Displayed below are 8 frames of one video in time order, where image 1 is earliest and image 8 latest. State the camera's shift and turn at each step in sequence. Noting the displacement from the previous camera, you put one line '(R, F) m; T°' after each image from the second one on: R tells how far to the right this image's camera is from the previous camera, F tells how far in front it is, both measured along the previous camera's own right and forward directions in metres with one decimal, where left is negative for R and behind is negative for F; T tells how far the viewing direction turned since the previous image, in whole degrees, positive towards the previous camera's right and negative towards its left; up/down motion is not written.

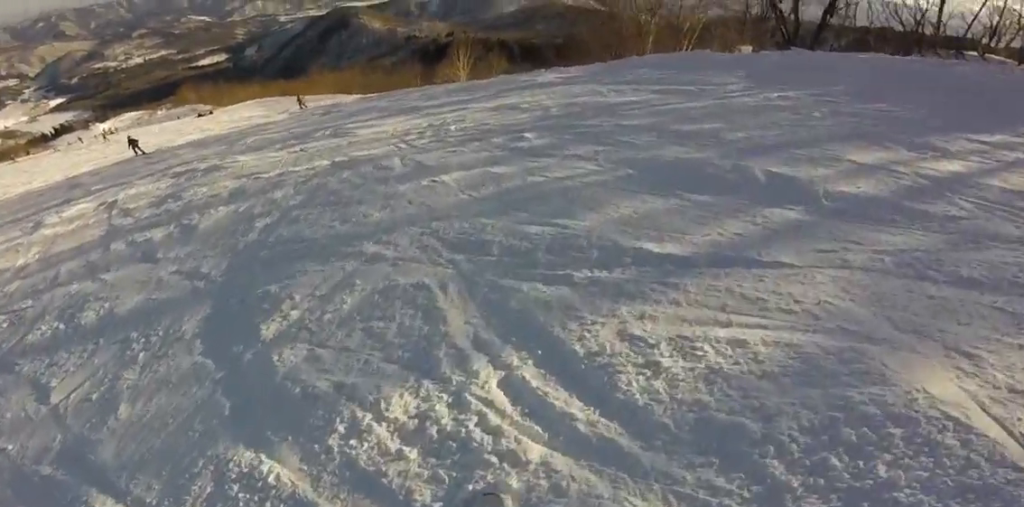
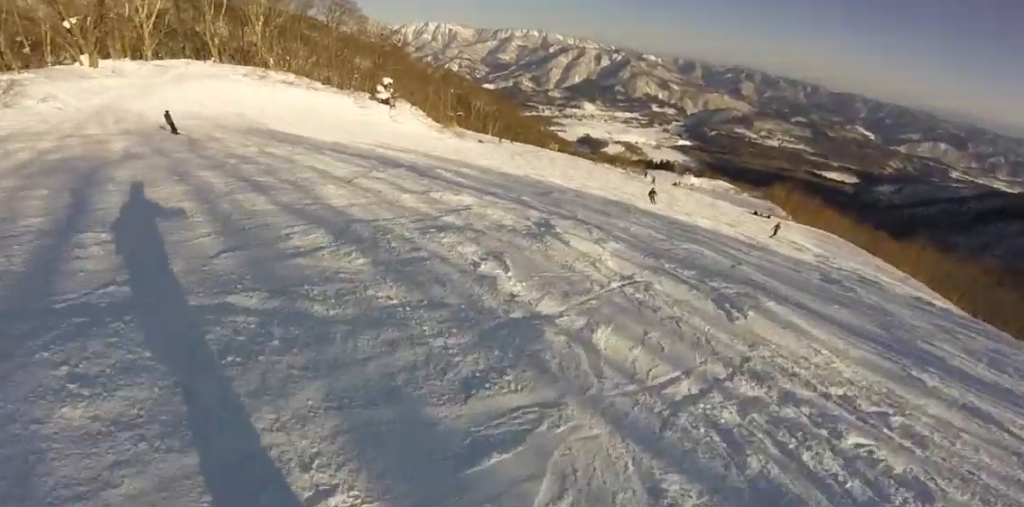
(-1.6, +4.8) m; -37°
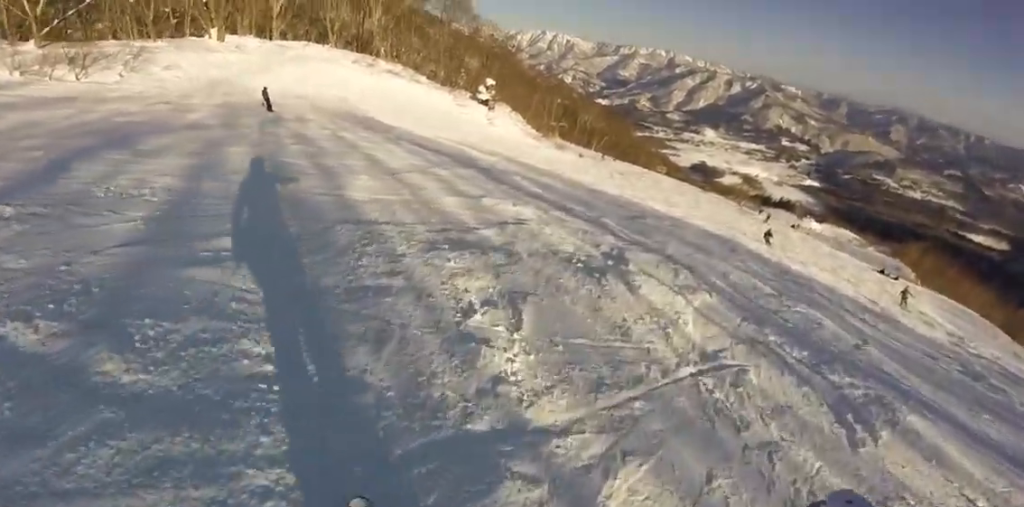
(-0.1, +1.4) m; -5°
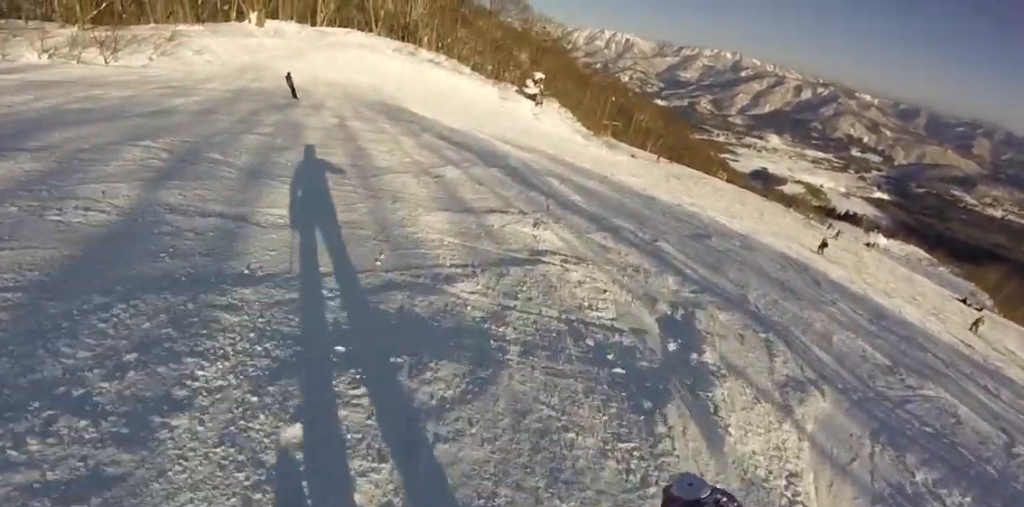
(-0.1, +2.4) m; -5°
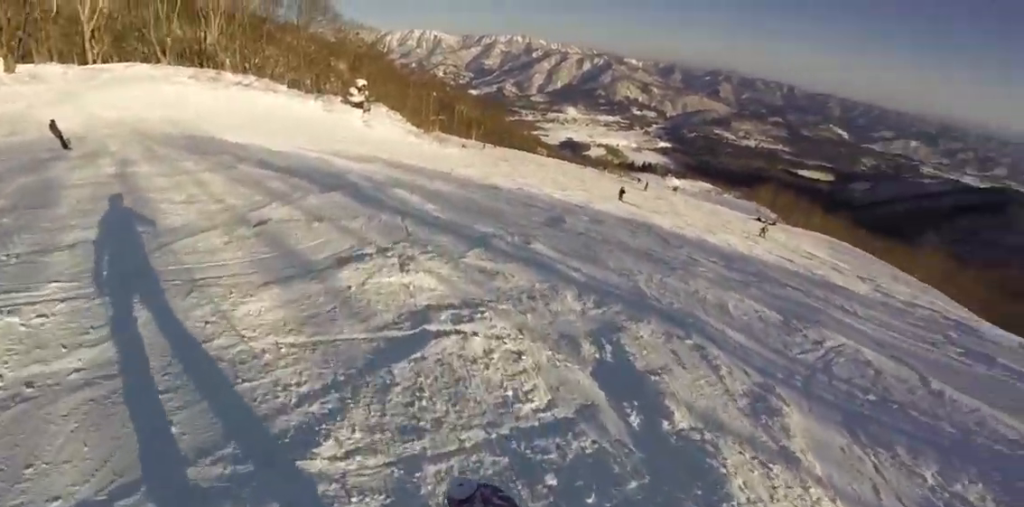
(-0.1, +2.0) m; +1°
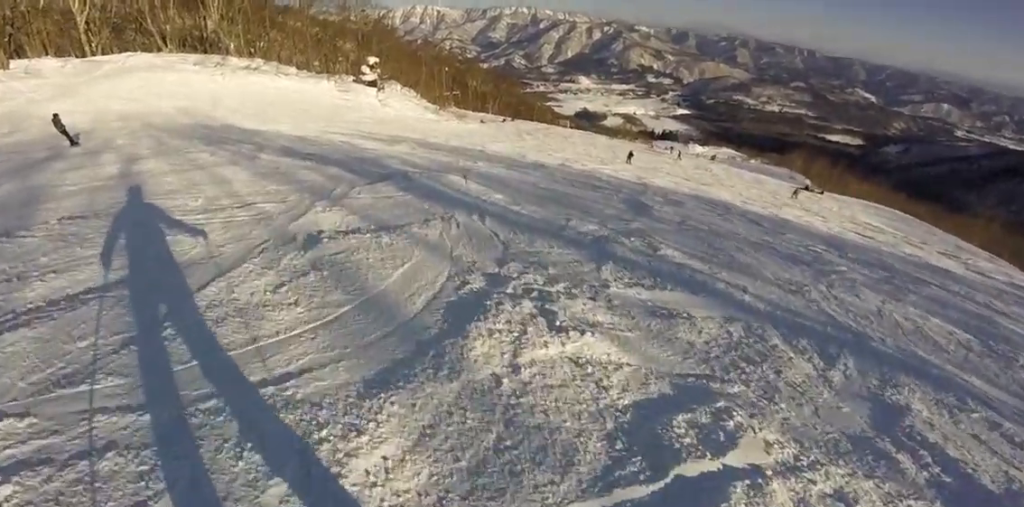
(+0.1, +2.5) m; +7°
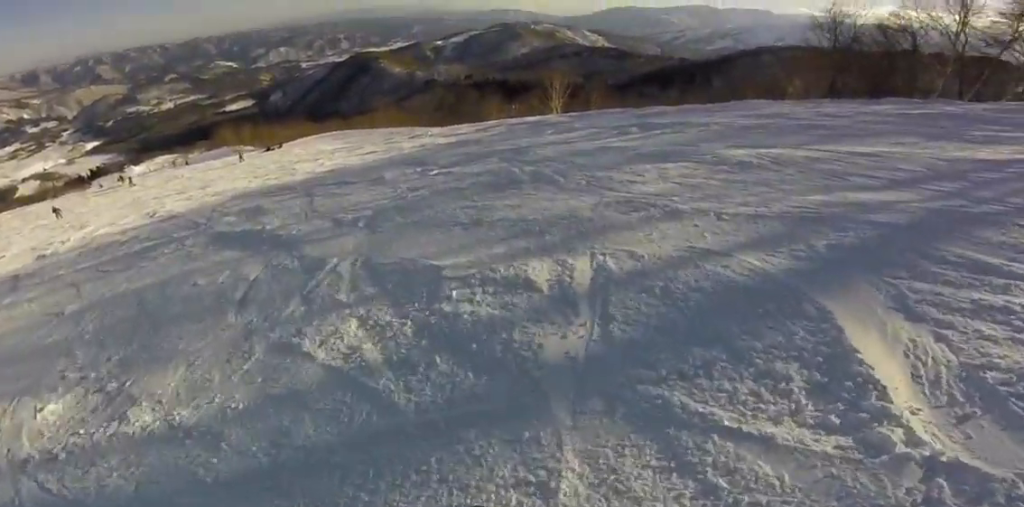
(+1.0, +5.2) m; +20°
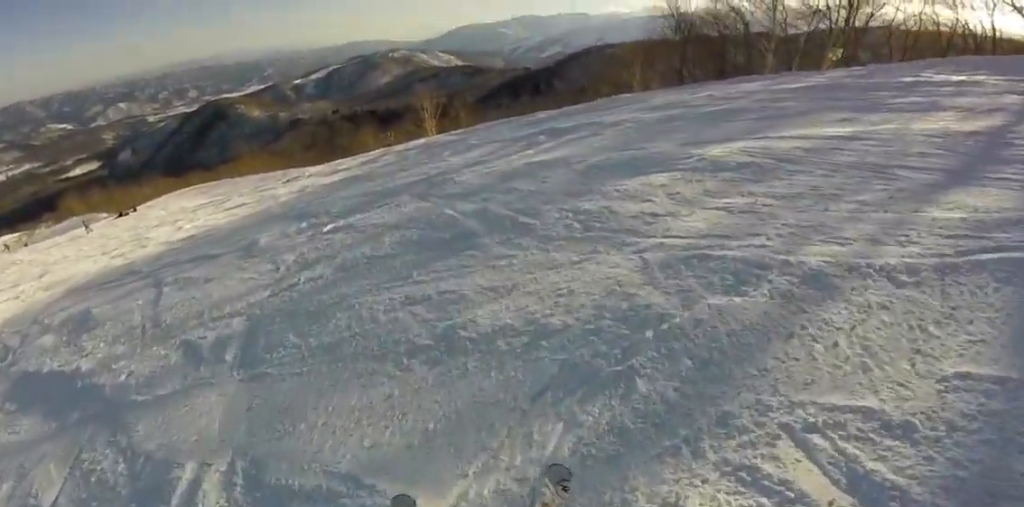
(+0.1, +1.8) m; +1°
